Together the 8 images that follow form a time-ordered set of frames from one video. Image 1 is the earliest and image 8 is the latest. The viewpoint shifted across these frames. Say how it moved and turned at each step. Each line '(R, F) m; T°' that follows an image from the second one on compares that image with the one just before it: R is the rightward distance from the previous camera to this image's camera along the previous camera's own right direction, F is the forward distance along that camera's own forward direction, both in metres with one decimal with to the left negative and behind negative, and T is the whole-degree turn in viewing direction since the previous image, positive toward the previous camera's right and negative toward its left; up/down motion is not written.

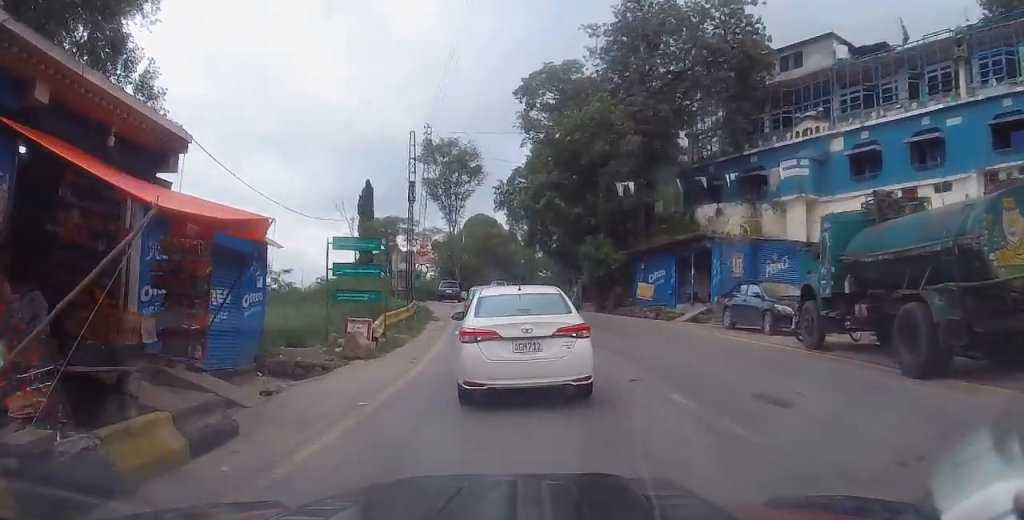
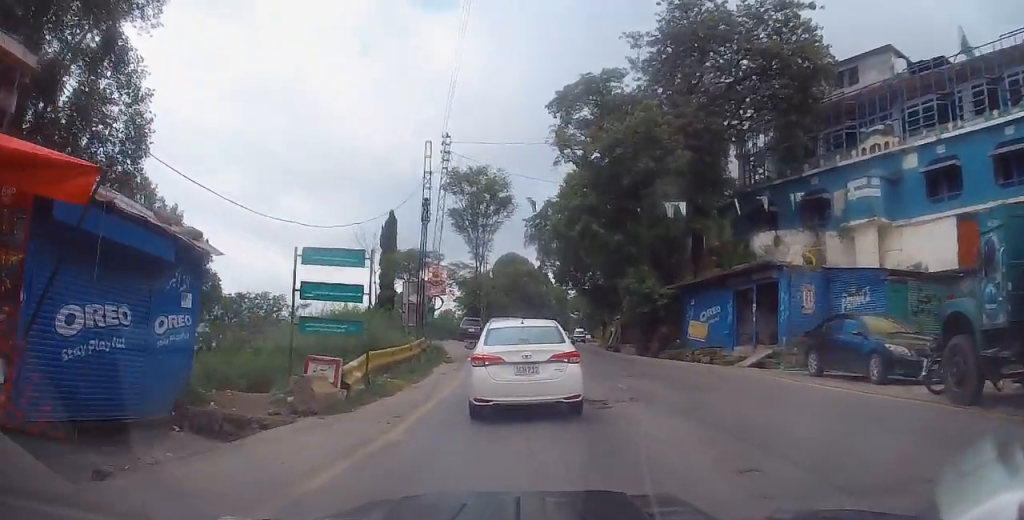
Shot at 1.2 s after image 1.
(+0.1, +4.0) m; +4°
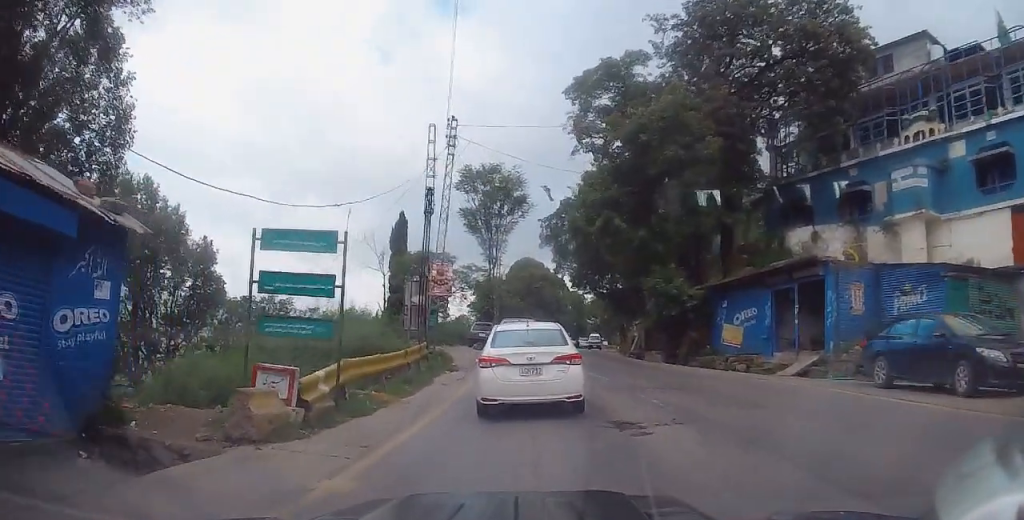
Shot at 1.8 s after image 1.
(+0.4, +2.4) m; -5°
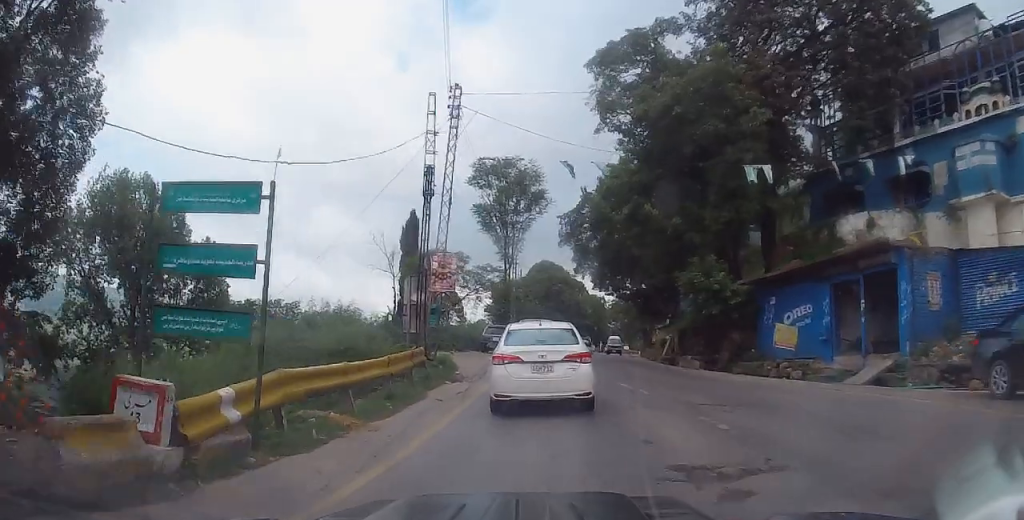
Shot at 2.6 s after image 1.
(-0.5, +3.2) m; -5°
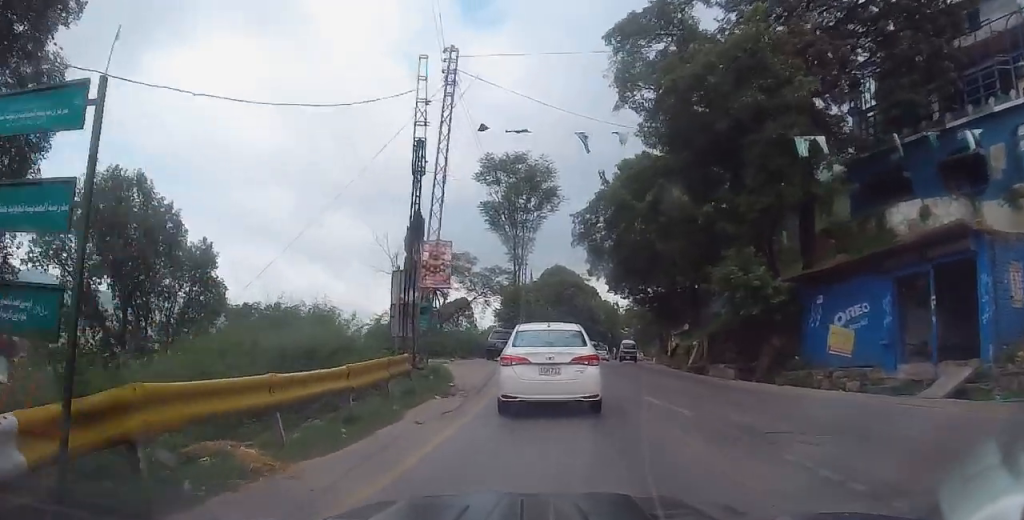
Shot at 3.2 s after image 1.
(-0.2, +2.8) m; -1°
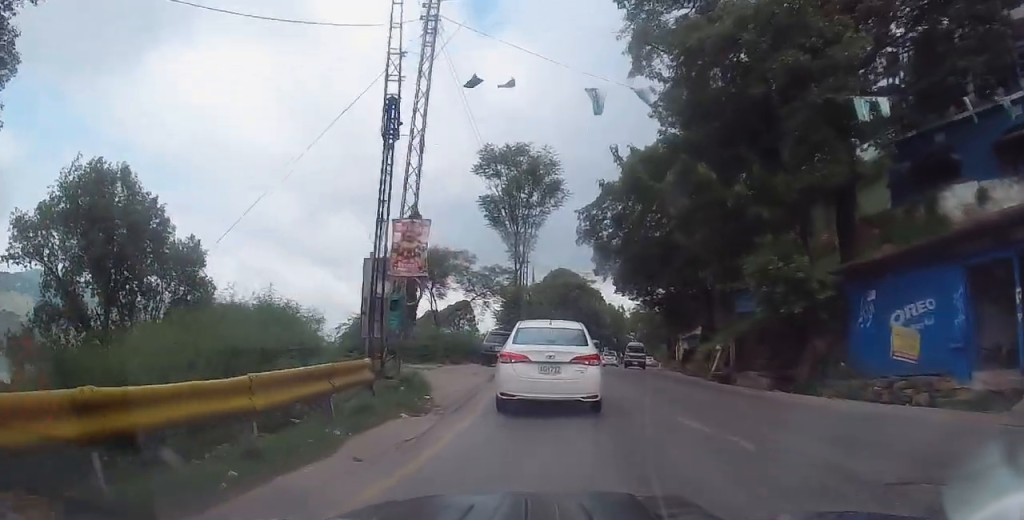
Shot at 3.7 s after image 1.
(+0.2, +2.9) m; +4°
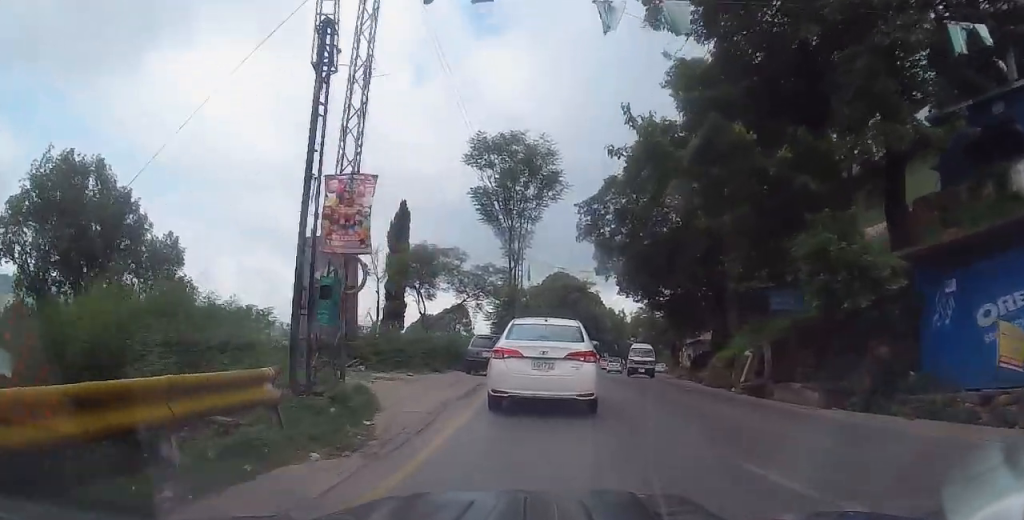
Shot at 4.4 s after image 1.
(+0.1, +3.5) m; 0°
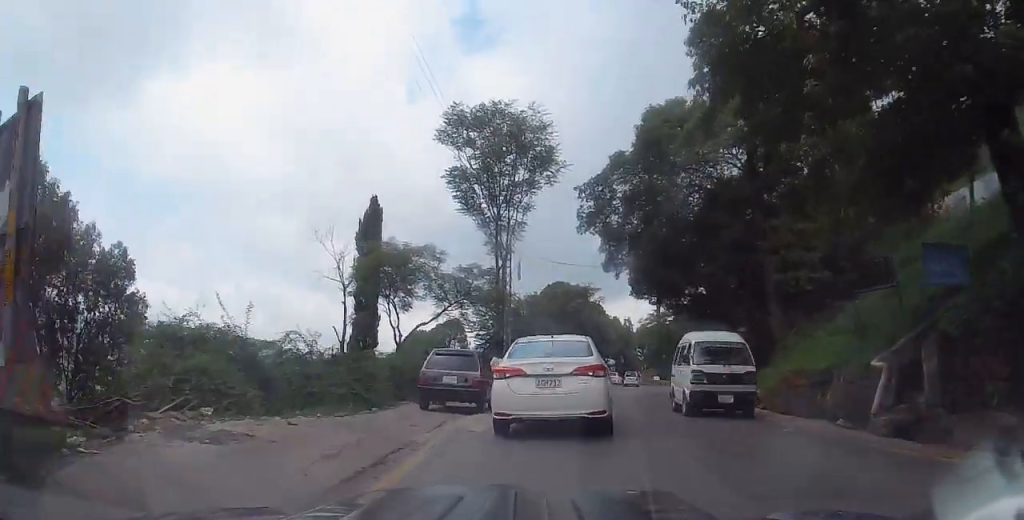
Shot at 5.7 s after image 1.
(-0.4, +7.3) m; -1°
